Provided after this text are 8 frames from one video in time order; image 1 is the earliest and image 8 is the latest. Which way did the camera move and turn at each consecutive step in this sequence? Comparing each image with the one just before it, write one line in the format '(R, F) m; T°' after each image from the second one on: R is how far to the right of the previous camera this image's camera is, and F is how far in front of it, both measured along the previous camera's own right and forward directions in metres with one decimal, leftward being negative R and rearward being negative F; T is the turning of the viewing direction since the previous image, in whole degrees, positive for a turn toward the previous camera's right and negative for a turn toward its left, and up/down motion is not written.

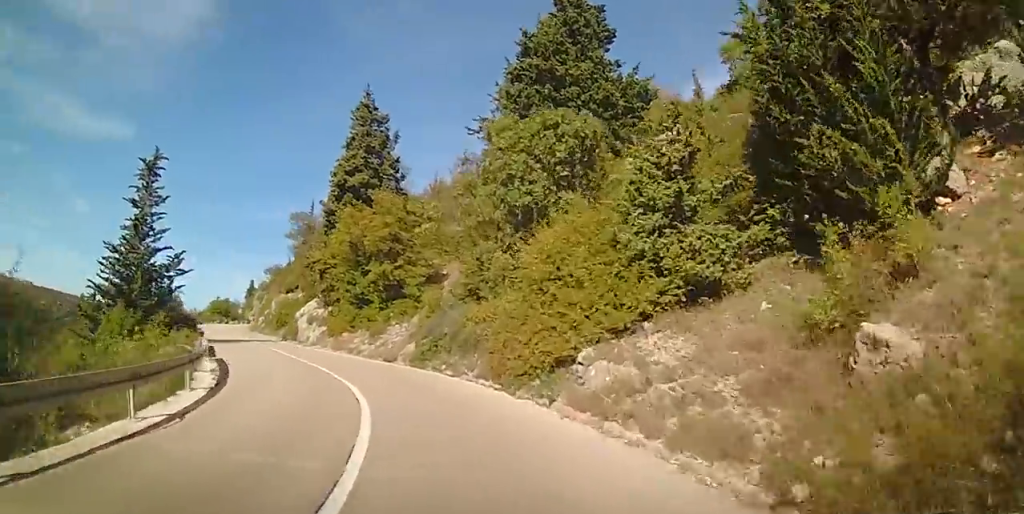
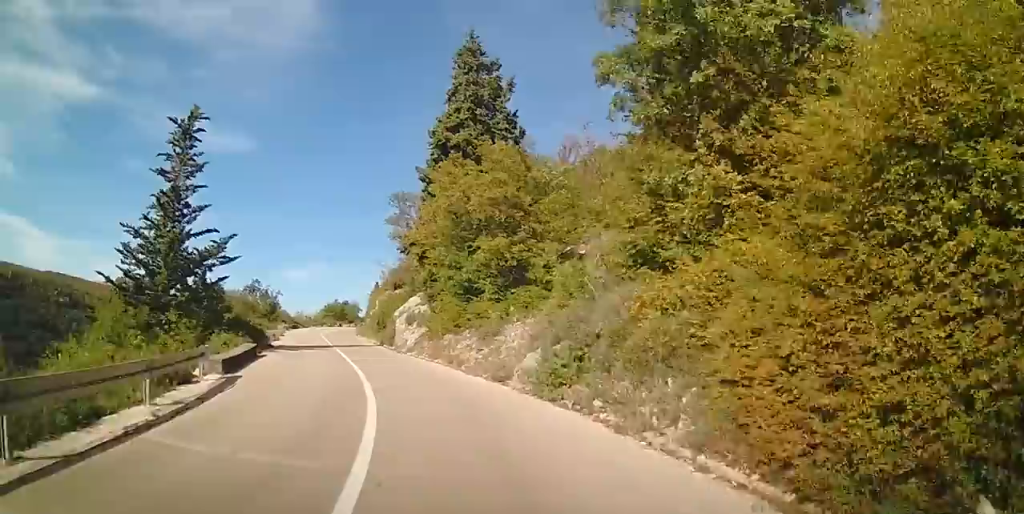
(-0.2, +7.3) m; -8°
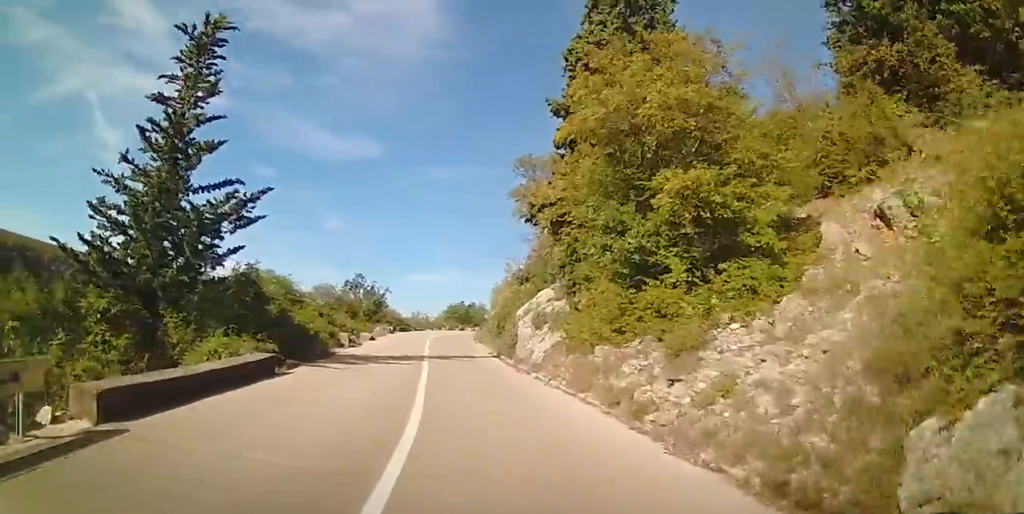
(-0.4, +7.6) m; -11°
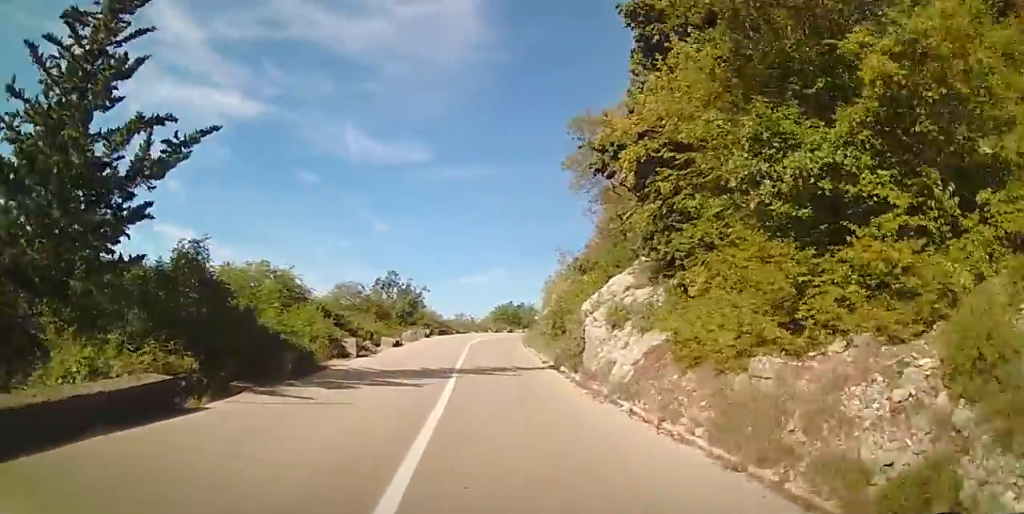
(-0.8, +5.3) m; -6°
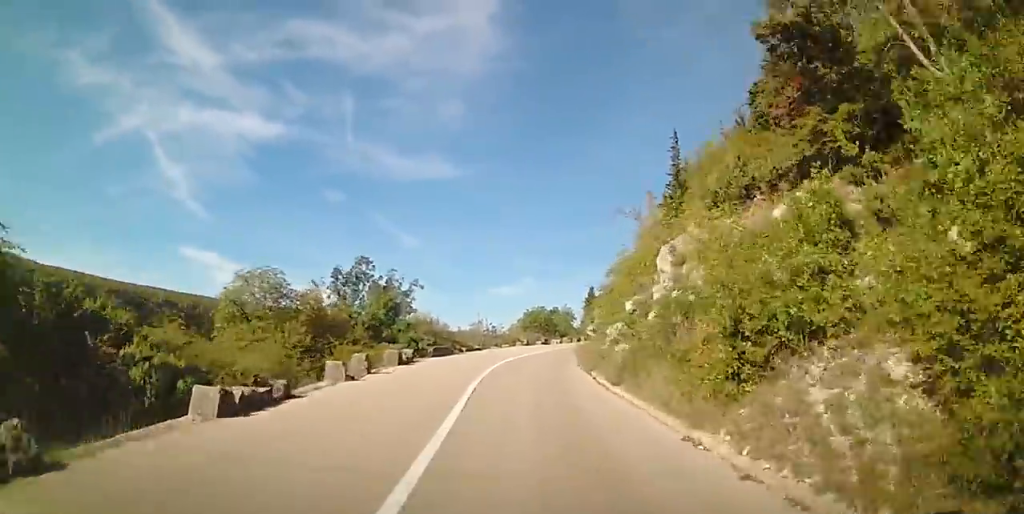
(-1.0, +15.4) m; -5°
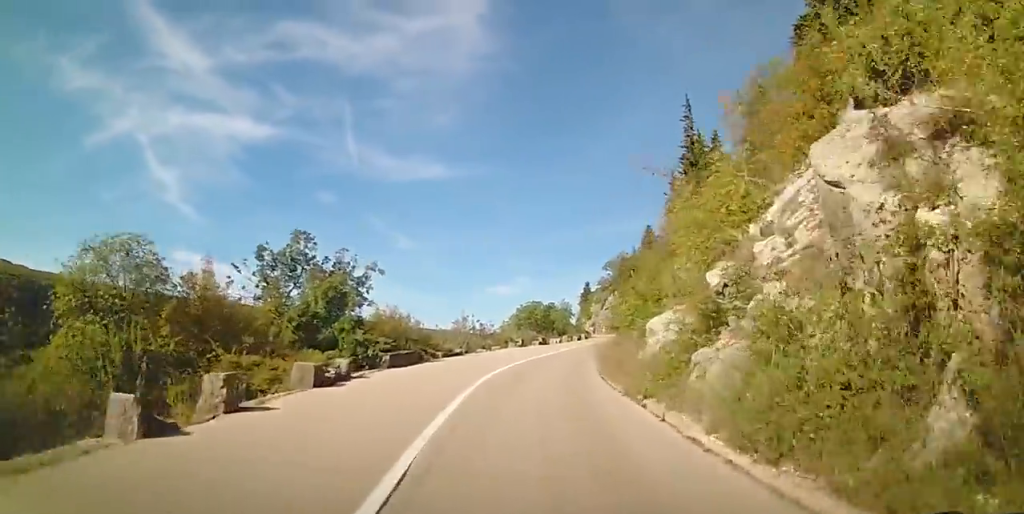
(-0.1, +7.4) m; +1°
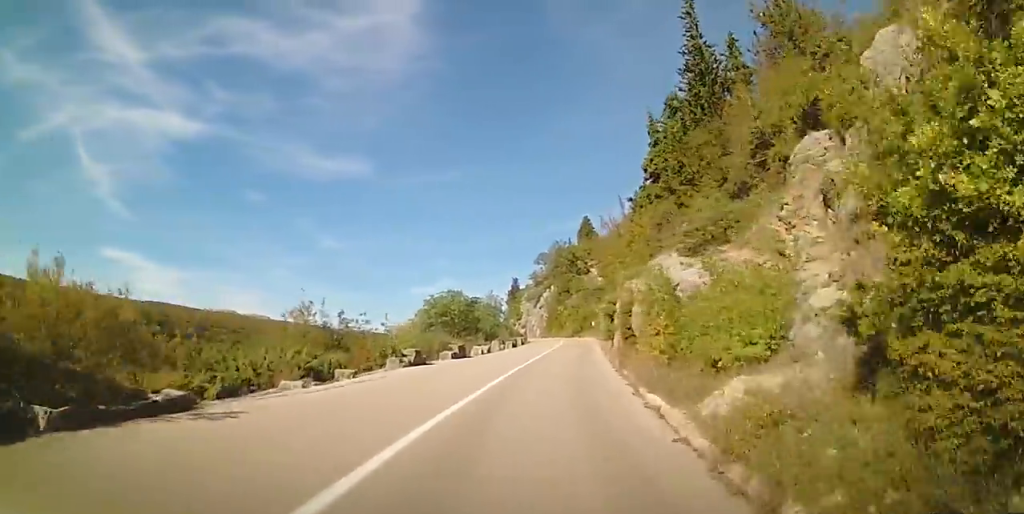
(+0.5, +17.6) m; +6°
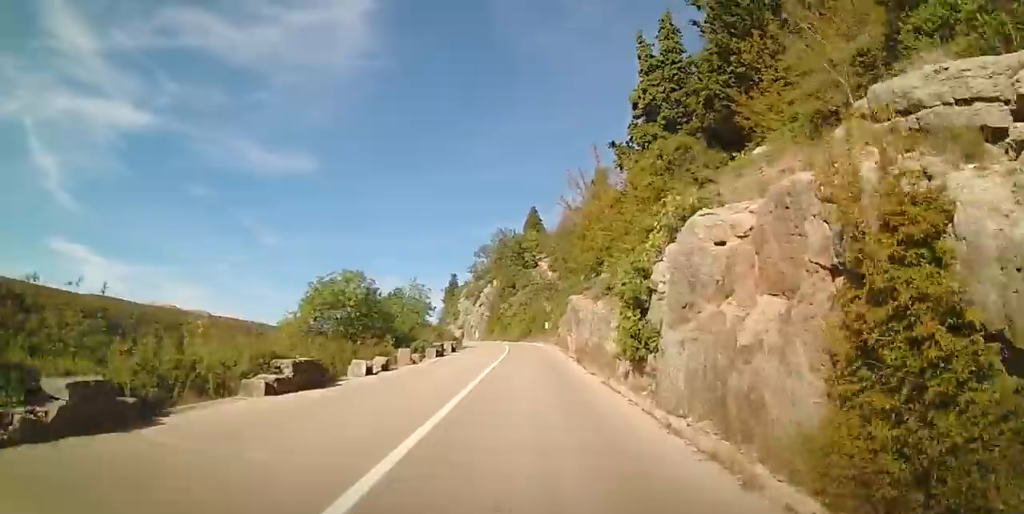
(+0.7, +13.1) m; +4°
